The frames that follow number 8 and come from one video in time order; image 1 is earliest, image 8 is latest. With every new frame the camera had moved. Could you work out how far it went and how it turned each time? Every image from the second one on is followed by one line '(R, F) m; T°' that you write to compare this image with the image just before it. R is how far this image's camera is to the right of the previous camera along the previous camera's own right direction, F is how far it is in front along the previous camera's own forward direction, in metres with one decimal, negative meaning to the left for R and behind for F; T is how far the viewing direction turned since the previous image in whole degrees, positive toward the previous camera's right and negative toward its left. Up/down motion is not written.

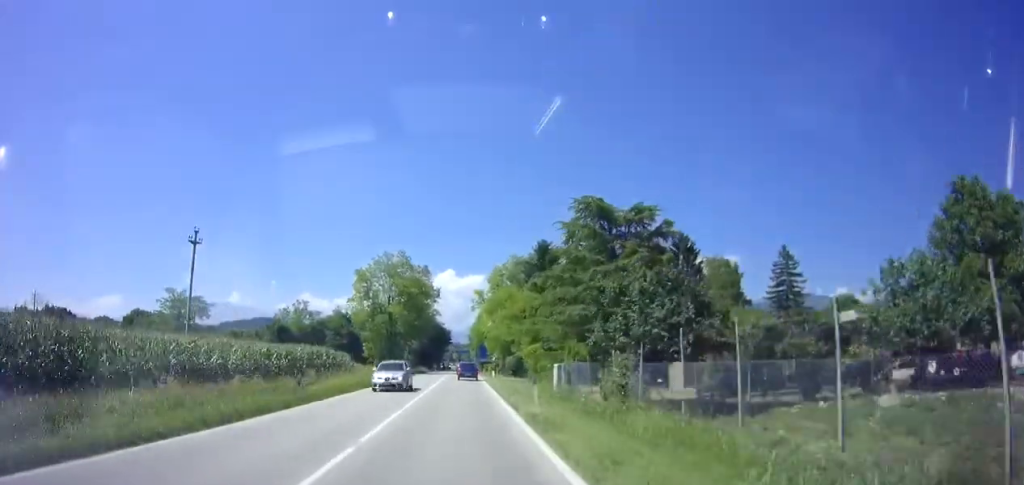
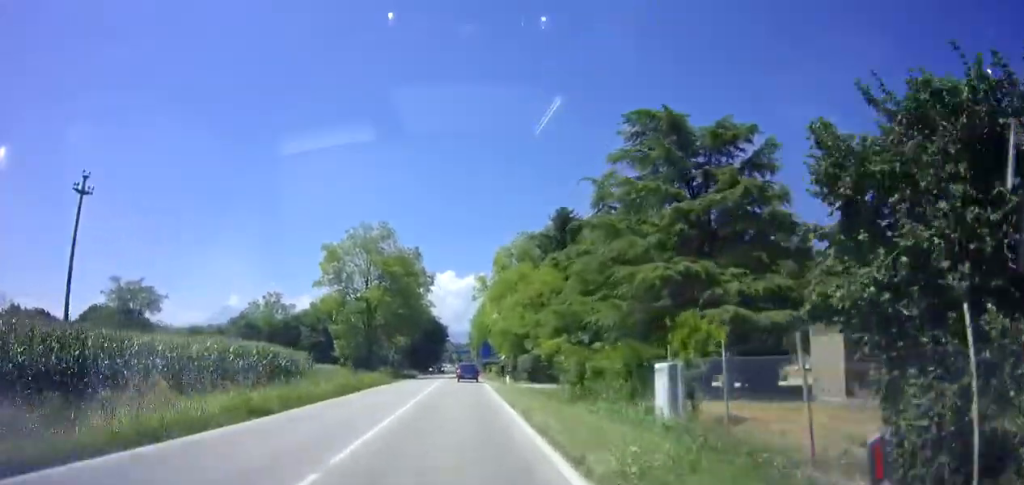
(+0.1, +14.3) m; 0°
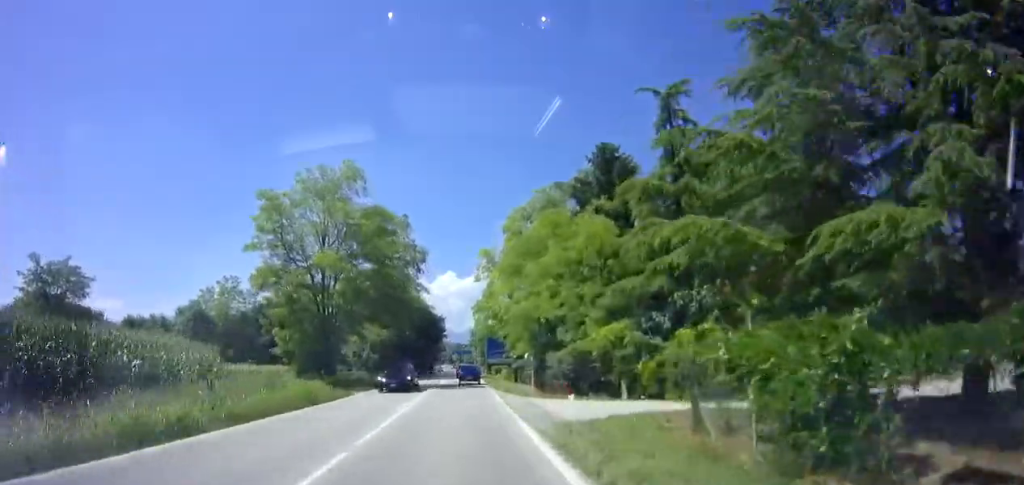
(0.0, +16.6) m; -1°
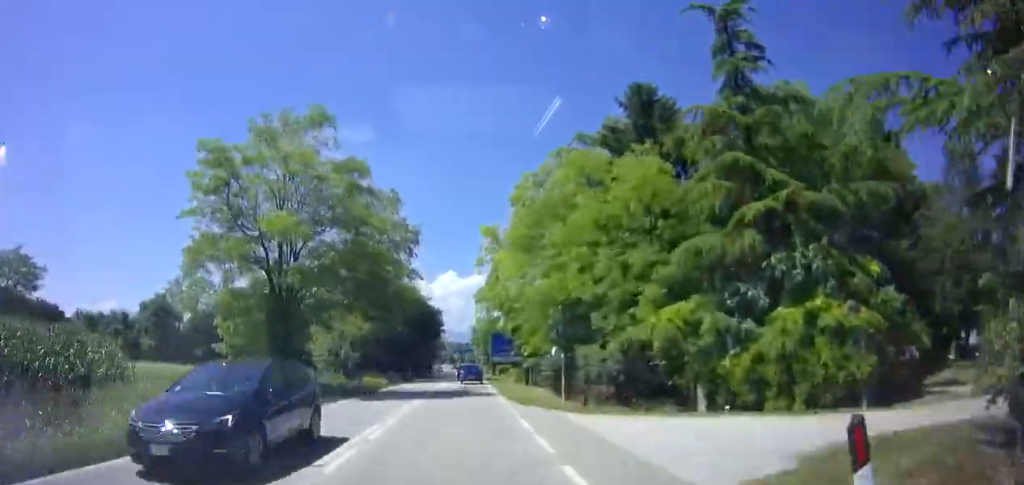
(-0.1, +8.3) m; 0°
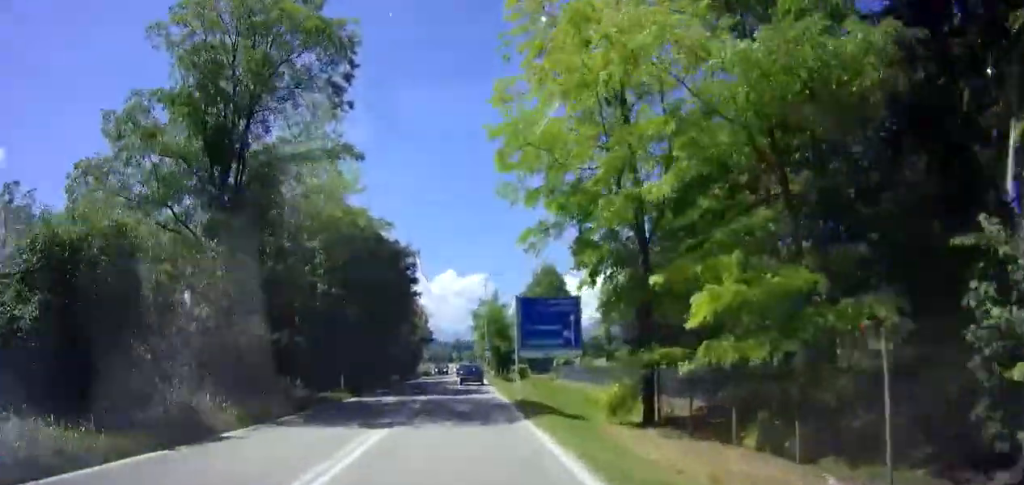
(+0.1, +28.7) m; +1°
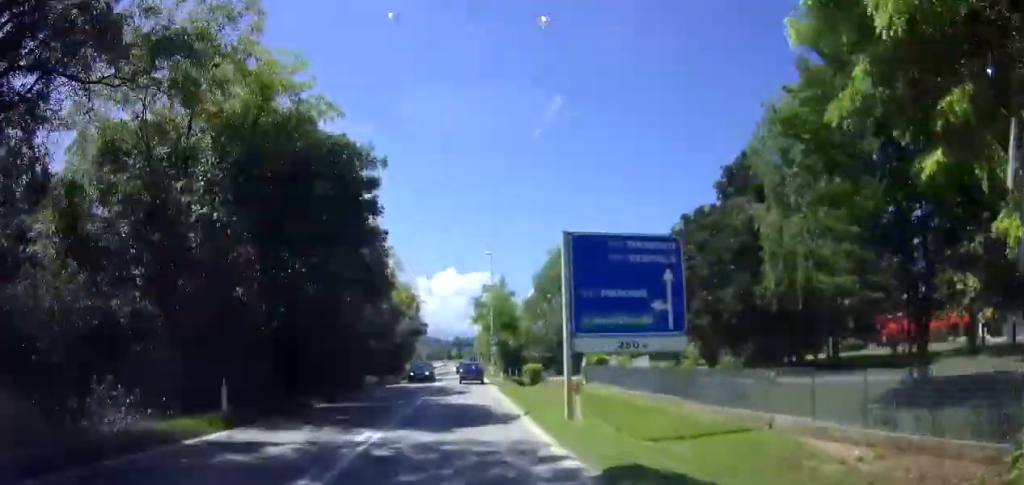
(+0.3, +12.3) m; 0°
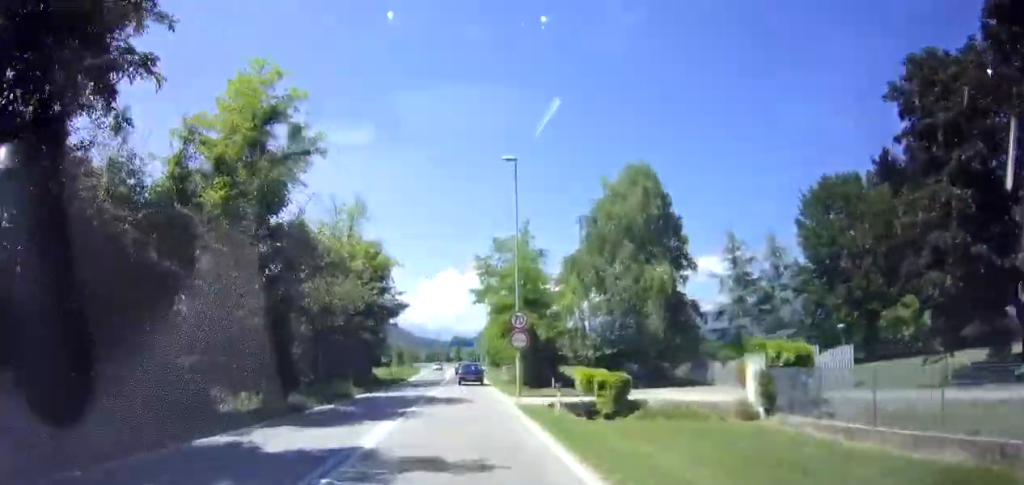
(-0.7, +23.1) m; -2°
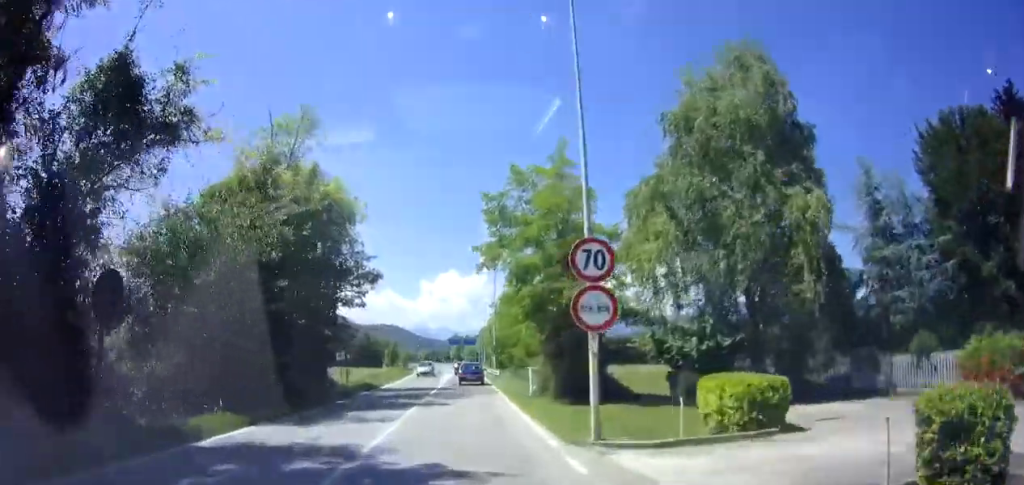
(-0.2, +13.7) m; 0°
